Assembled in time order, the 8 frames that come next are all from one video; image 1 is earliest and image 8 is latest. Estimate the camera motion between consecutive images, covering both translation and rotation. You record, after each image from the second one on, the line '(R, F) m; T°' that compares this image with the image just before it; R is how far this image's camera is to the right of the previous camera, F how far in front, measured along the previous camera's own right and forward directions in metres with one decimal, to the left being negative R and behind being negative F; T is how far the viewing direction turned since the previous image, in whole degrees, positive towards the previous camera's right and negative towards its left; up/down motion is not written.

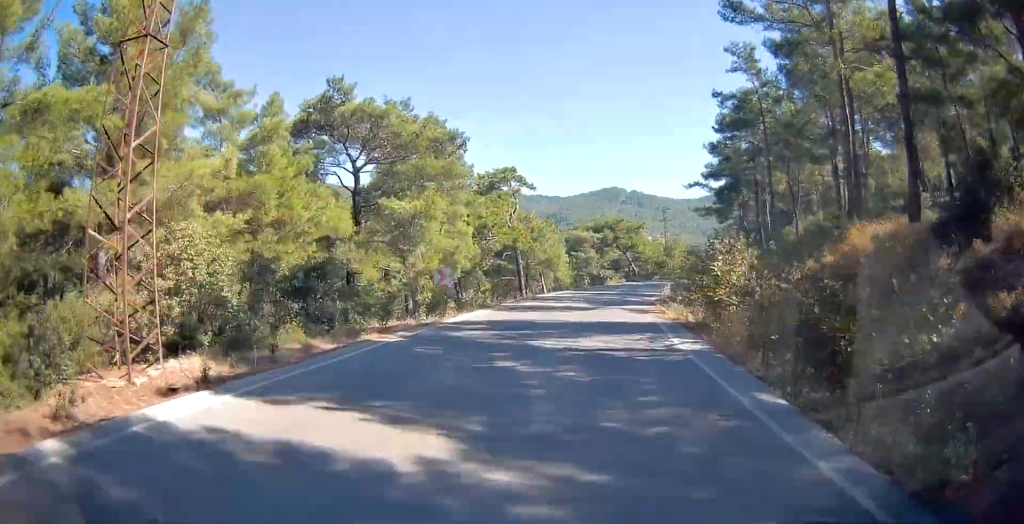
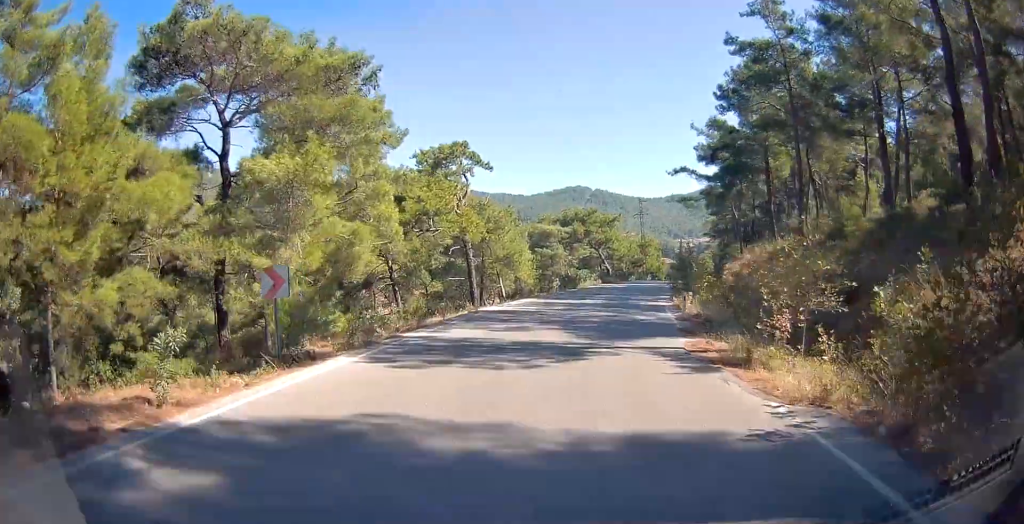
(+0.1, +11.8) m; +3°
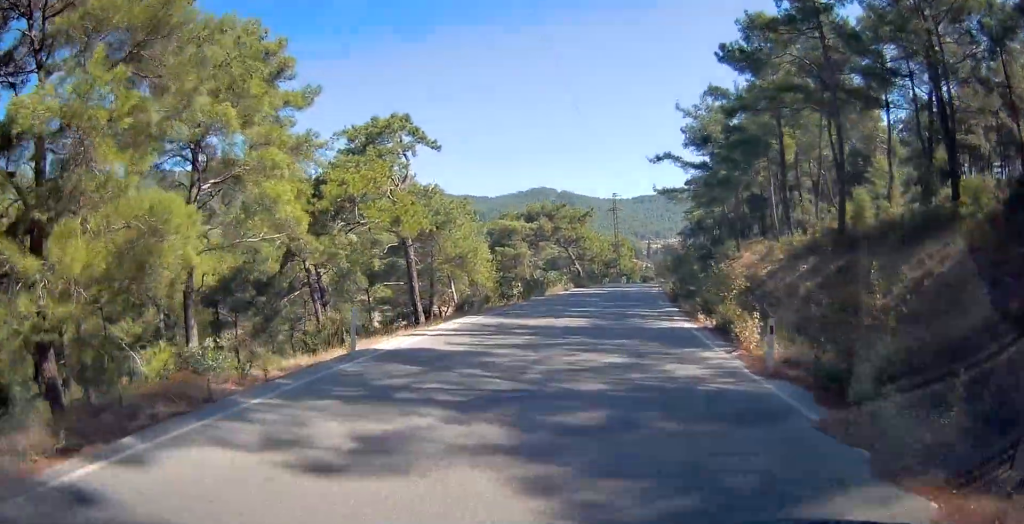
(+0.4, +9.5) m; +4°
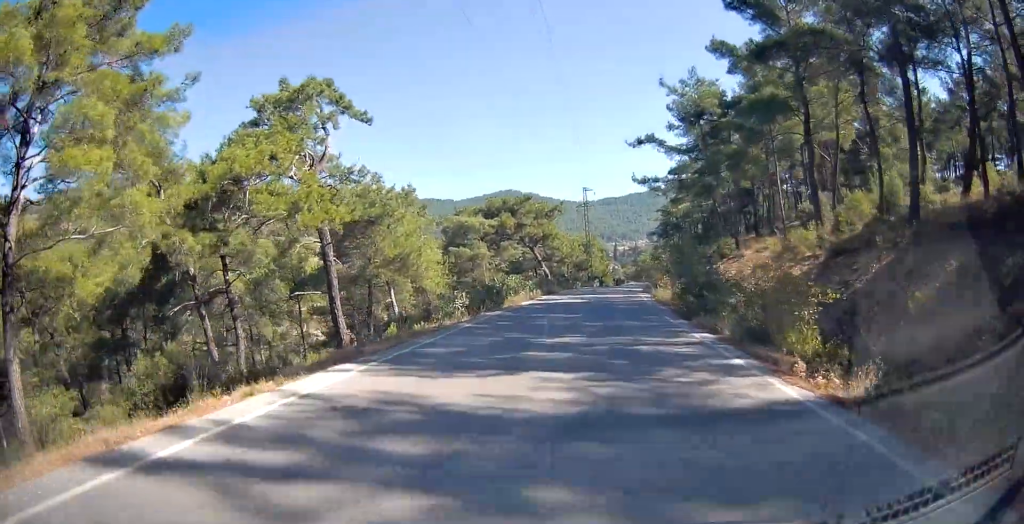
(+0.2, +8.8) m; +4°
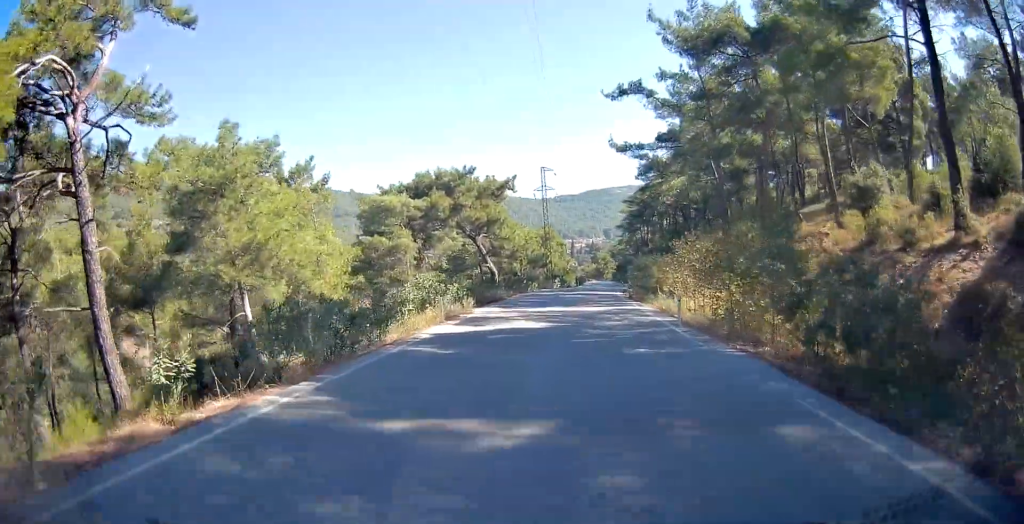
(+0.9, +14.6) m; +5°
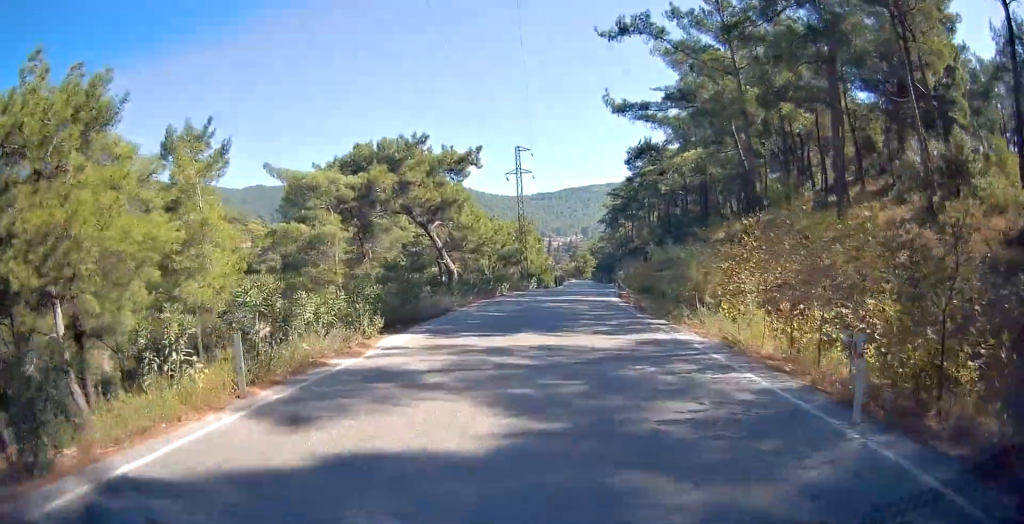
(+0.2, +10.7) m; +2°
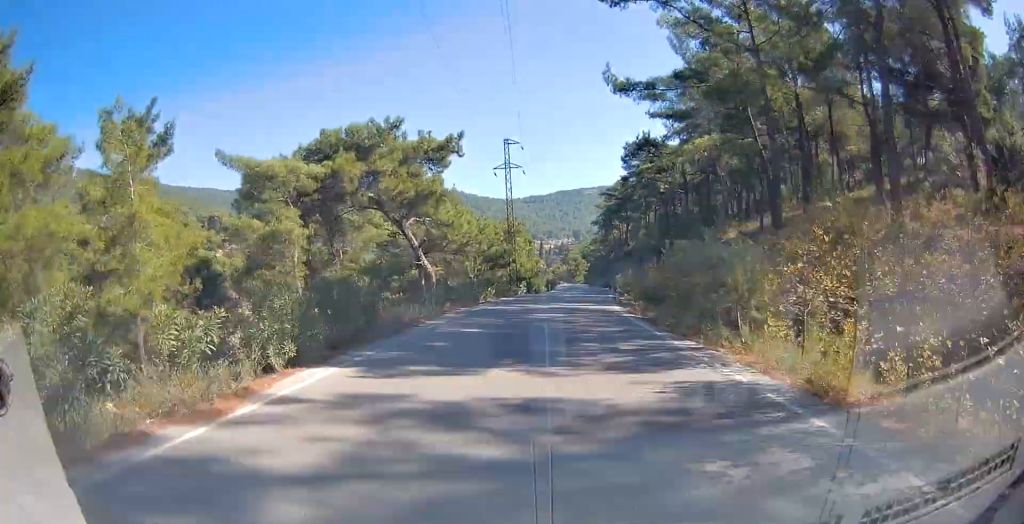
(+0.1, +4.6) m; +1°
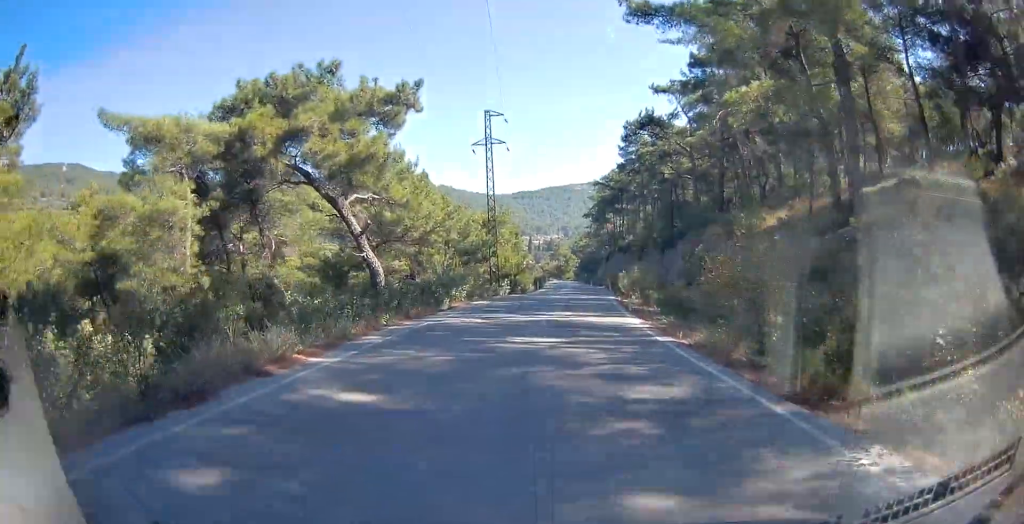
(+0.1, +8.8) m; +1°
